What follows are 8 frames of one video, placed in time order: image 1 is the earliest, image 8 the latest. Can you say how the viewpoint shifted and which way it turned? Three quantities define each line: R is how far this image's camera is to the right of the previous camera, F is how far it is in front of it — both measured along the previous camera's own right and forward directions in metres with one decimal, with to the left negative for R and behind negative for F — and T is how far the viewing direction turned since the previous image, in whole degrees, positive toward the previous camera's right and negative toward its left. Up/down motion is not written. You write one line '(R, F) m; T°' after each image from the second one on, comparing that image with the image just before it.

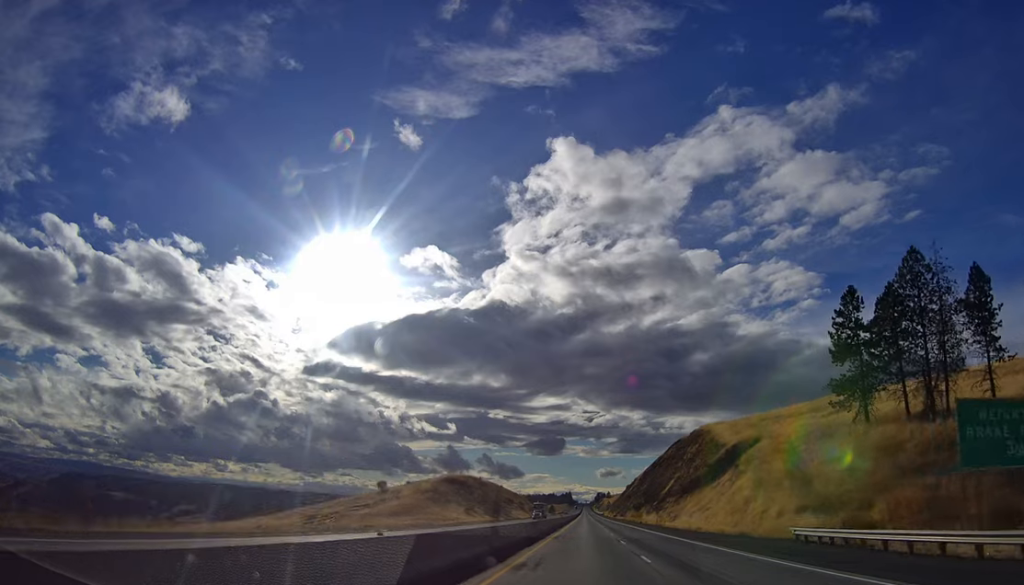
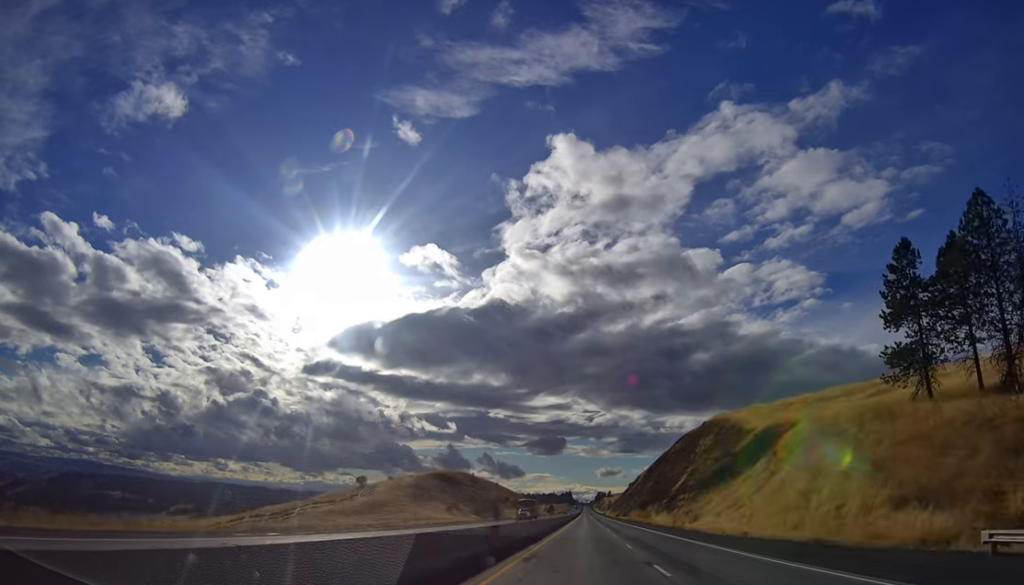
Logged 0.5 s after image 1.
(+0.3, +16.7) m; 0°
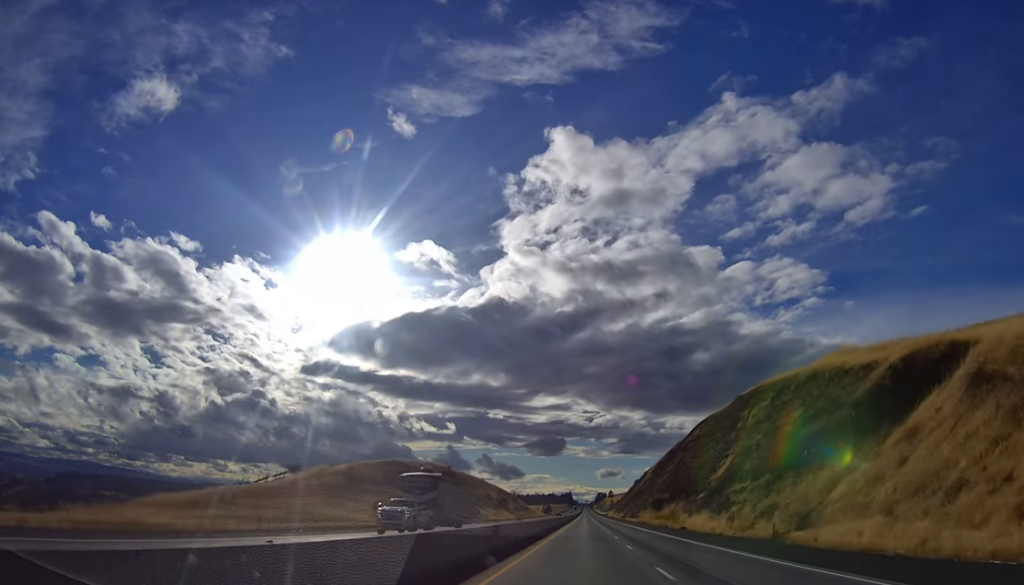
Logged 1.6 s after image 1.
(-0.9, +37.8) m; -1°
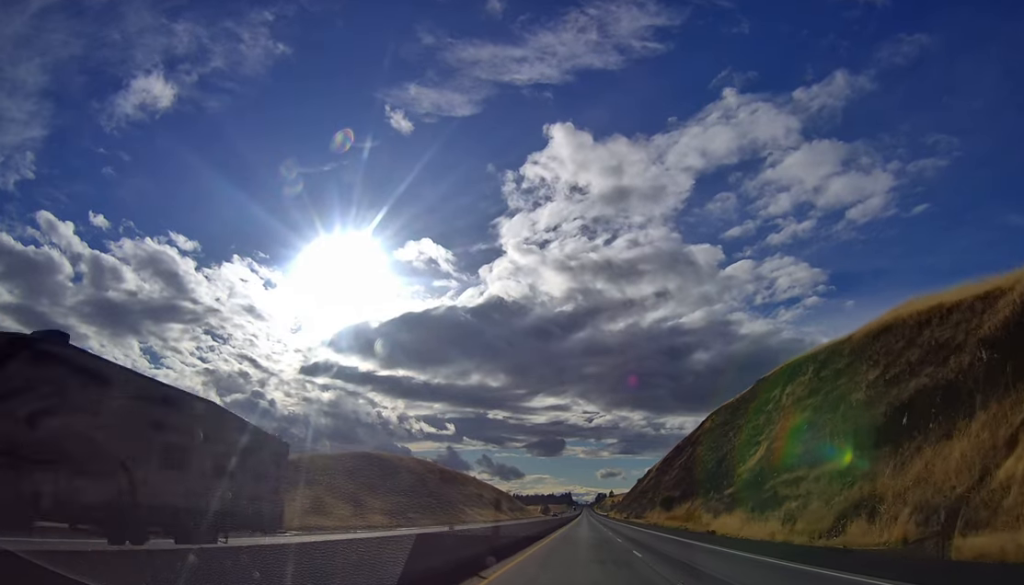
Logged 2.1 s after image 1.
(+0.1, +16.6) m; +1°
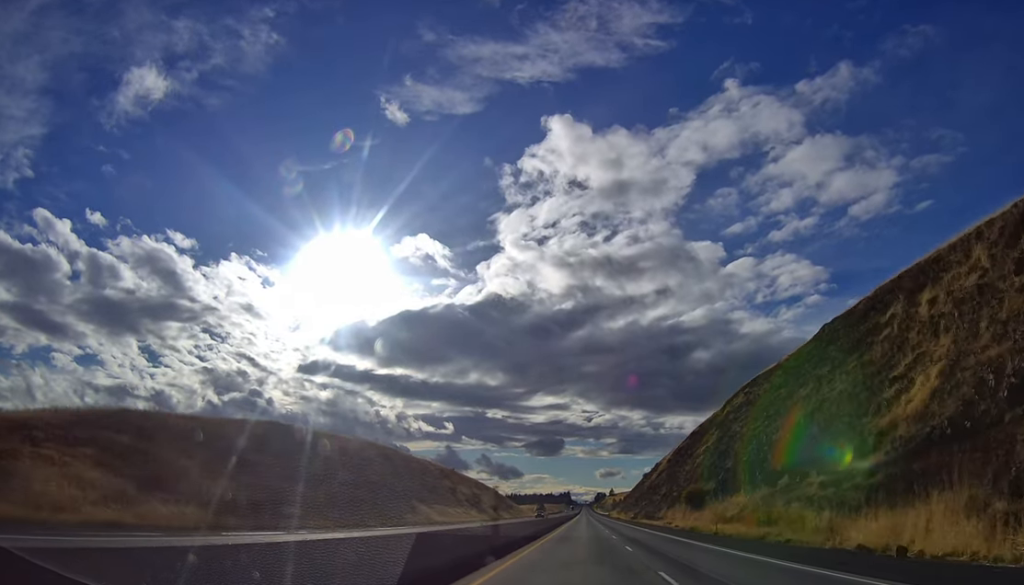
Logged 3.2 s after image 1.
(+0.5, +34.3) m; 0°
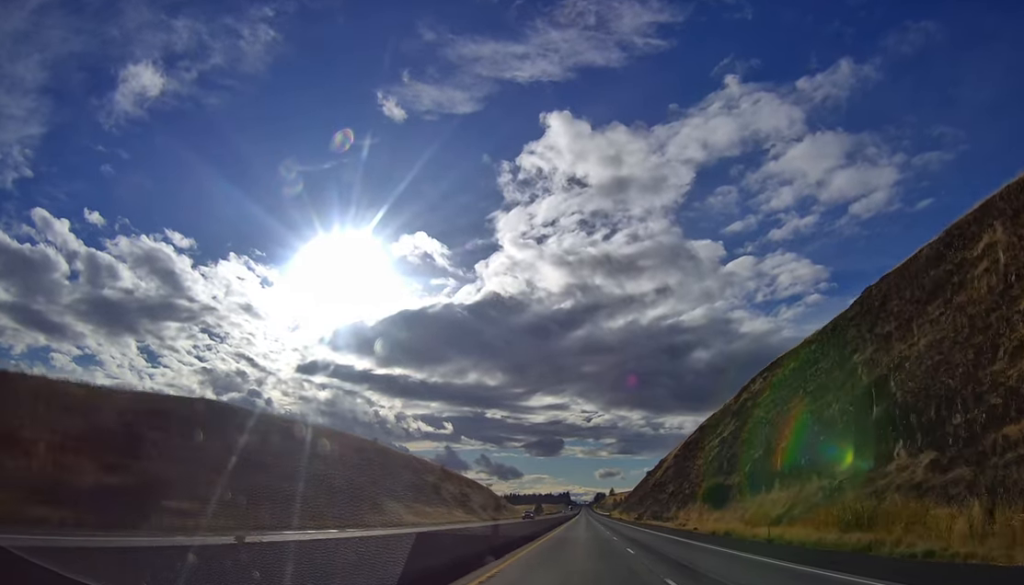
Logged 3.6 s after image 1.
(+0.2, +14.4) m; 0°
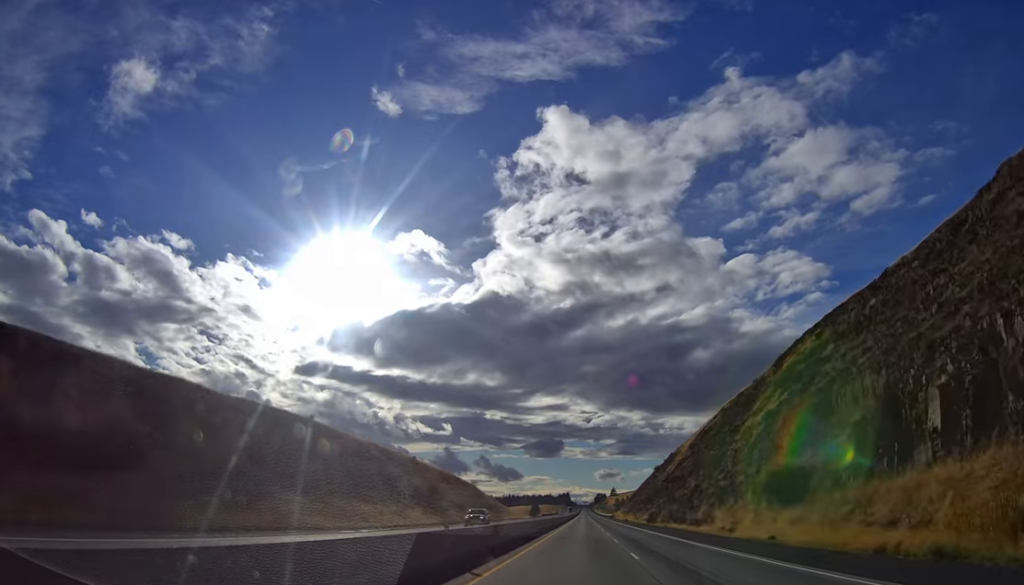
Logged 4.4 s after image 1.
(-0.8, +27.7) m; 0°
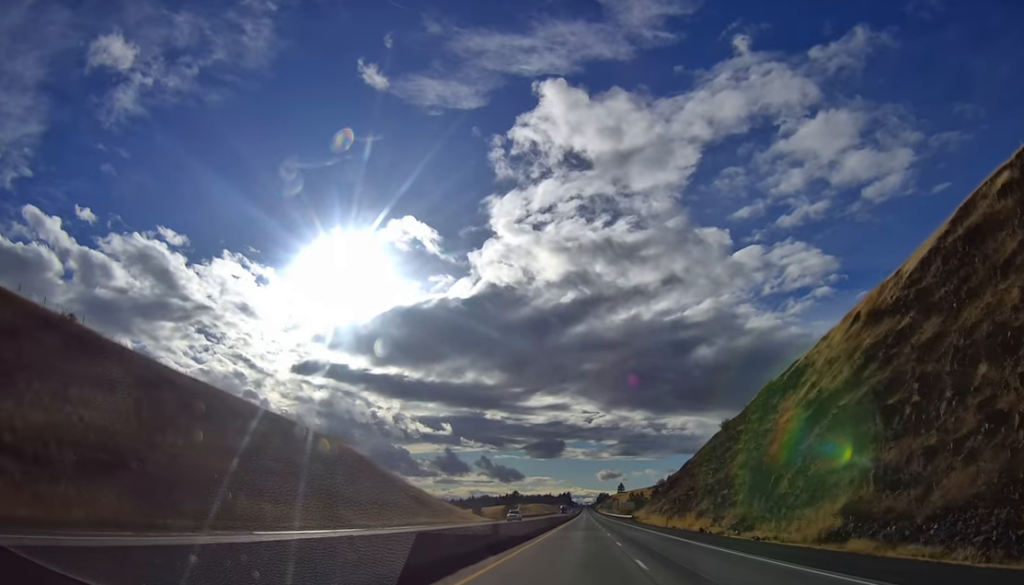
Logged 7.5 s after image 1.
(-0.1, +102.9) m; +1°
